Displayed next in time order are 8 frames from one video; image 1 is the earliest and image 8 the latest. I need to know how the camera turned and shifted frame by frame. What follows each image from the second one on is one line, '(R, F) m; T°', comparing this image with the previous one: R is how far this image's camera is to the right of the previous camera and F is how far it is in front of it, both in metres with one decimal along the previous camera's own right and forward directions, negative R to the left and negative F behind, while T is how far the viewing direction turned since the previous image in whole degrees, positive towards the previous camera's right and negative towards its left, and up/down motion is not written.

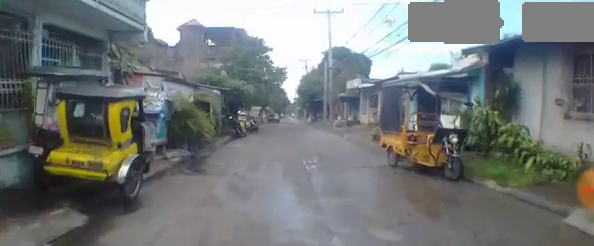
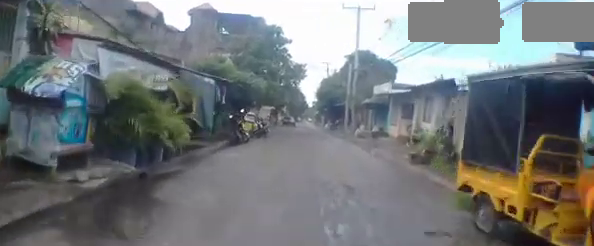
(-0.1, +3.9) m; -2°
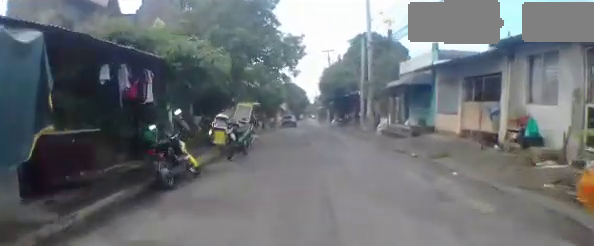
(-0.3, +7.6) m; -2°
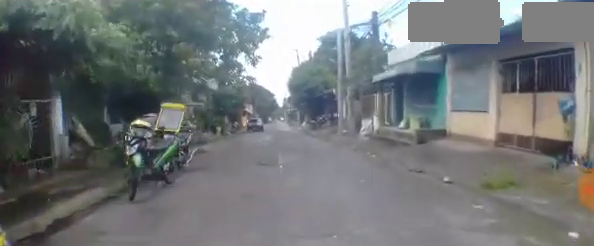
(-0.1, +4.1) m; +3°
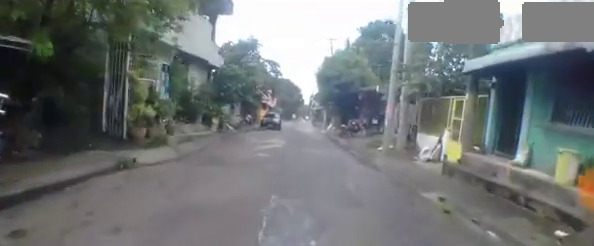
(+0.2, +6.2) m; -2°
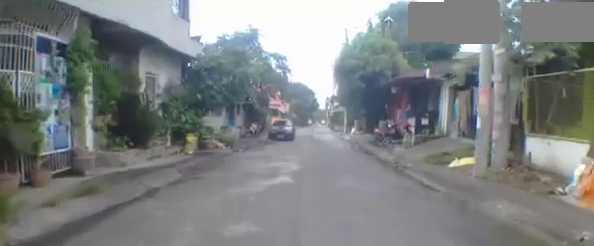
(-0.3, +5.5) m; -3°
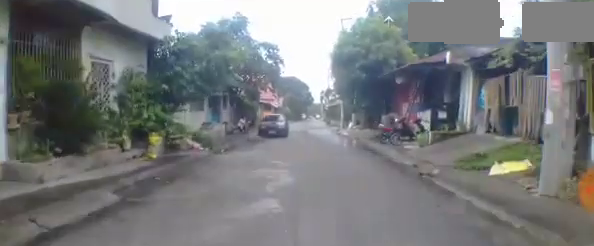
(0.0, +2.2) m; 0°
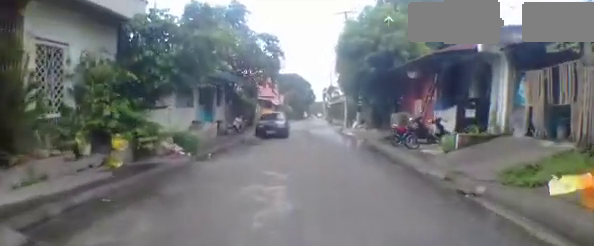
(0.0, +1.8) m; +3°
